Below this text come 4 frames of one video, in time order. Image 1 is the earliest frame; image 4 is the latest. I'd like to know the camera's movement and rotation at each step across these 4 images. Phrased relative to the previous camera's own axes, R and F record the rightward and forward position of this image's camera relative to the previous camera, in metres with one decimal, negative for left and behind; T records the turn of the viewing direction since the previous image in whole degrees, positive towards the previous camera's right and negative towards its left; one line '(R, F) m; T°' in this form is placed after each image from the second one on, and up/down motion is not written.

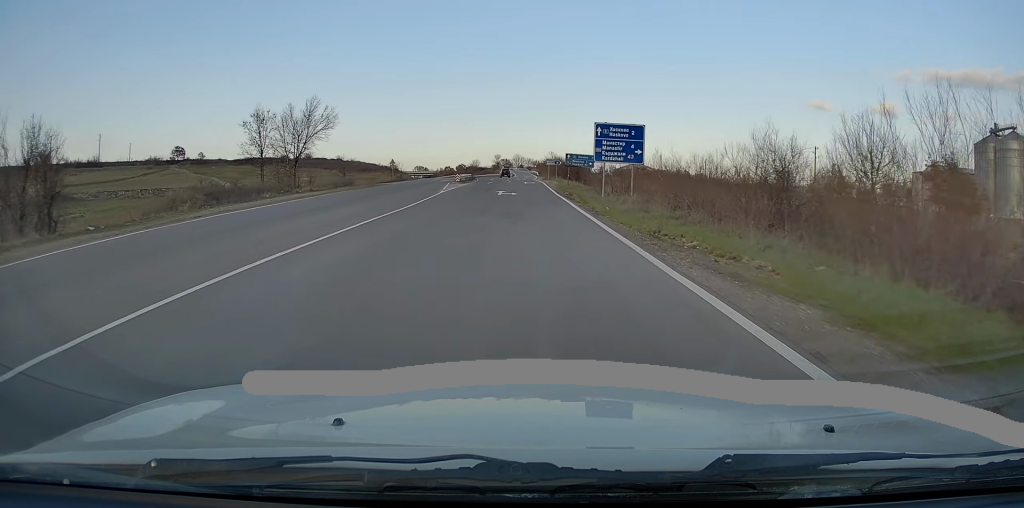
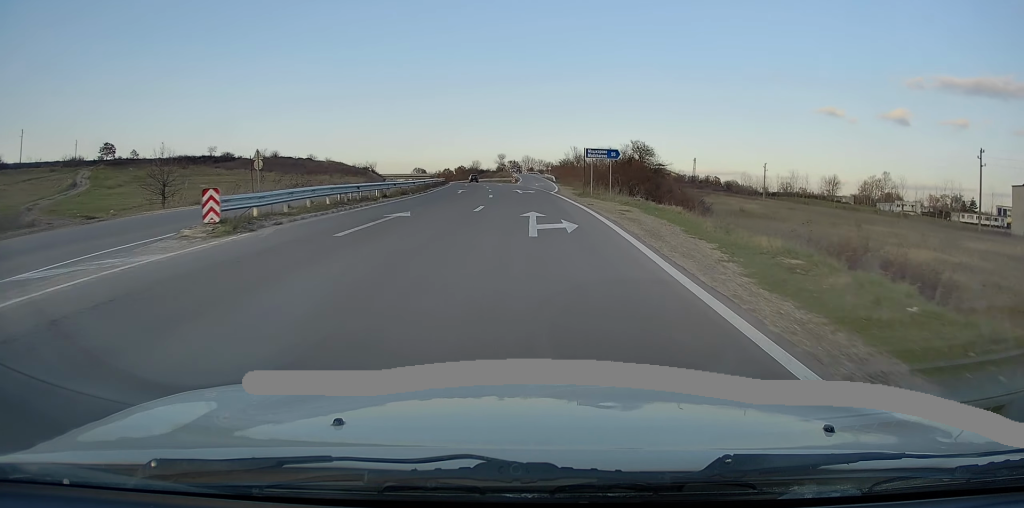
(0.0, +50.3) m; -1°
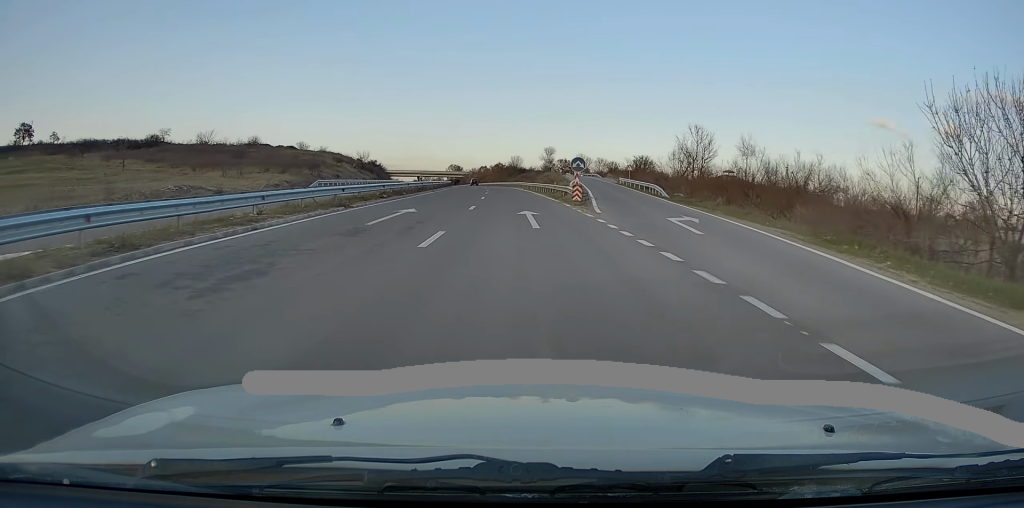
(-1.7, +56.6) m; -4°
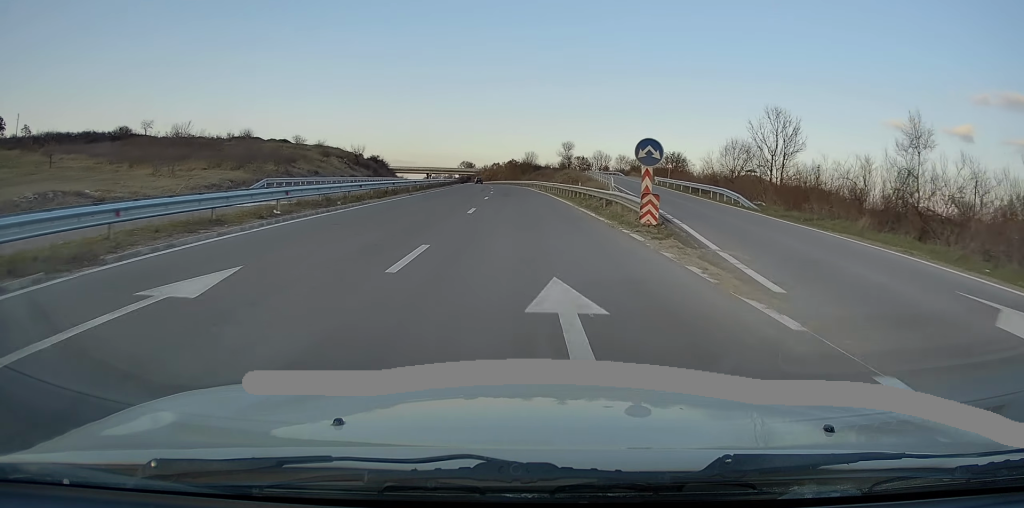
(-0.1, +14.8) m; -1°
